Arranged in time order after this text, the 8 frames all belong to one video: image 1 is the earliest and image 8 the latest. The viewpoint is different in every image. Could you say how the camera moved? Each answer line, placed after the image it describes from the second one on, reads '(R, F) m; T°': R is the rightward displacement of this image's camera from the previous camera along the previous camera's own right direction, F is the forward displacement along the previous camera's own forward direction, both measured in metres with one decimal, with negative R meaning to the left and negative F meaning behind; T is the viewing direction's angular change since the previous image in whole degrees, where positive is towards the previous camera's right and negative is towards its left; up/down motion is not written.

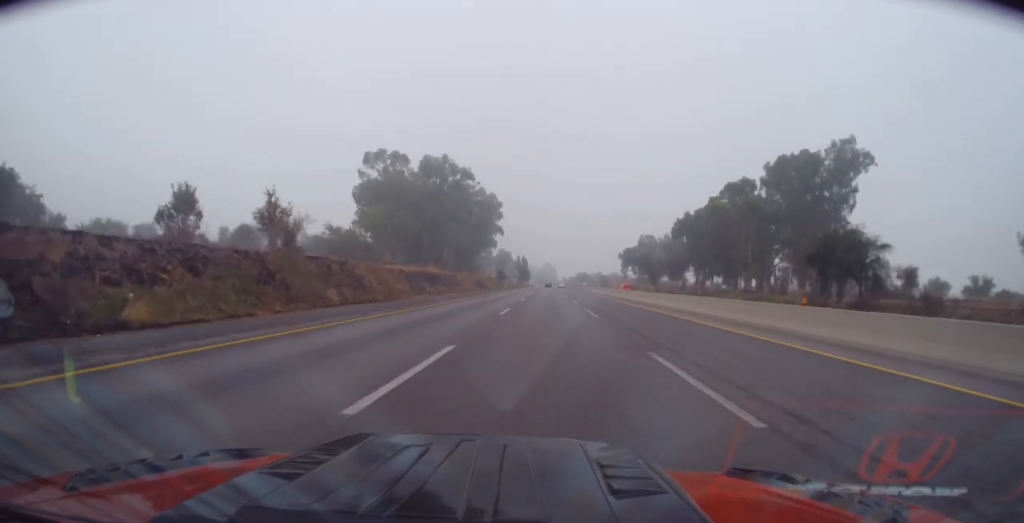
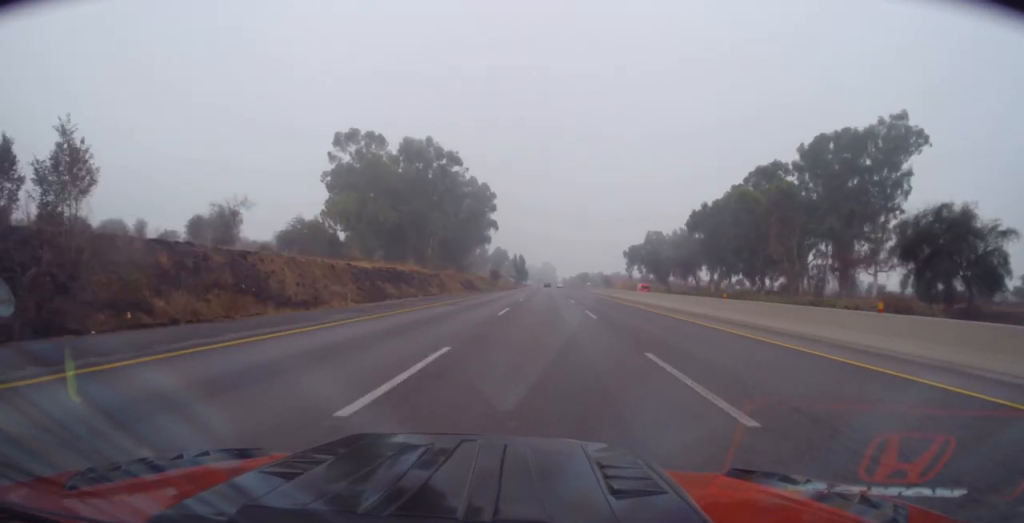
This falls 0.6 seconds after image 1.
(-0.2, +17.8) m; 0°
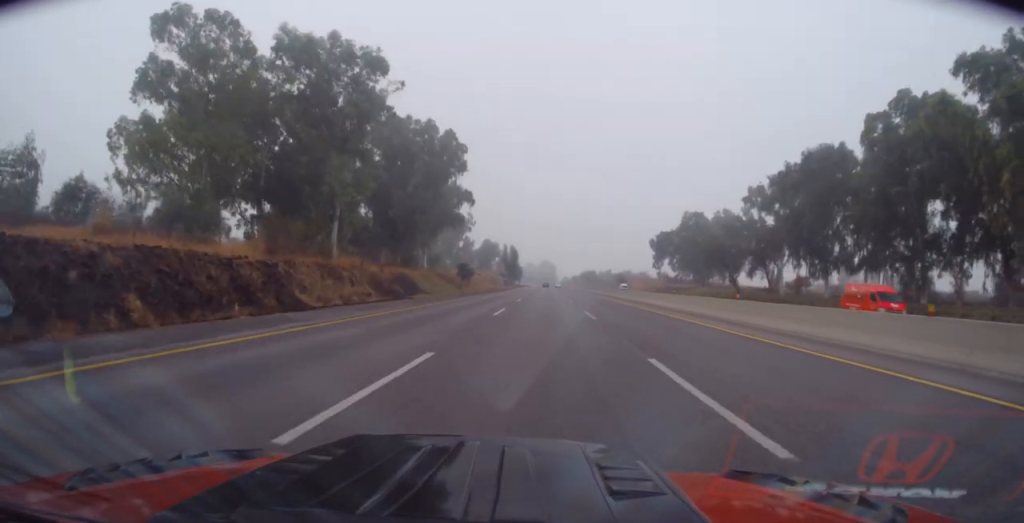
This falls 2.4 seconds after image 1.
(+0.2, +54.6) m; 0°
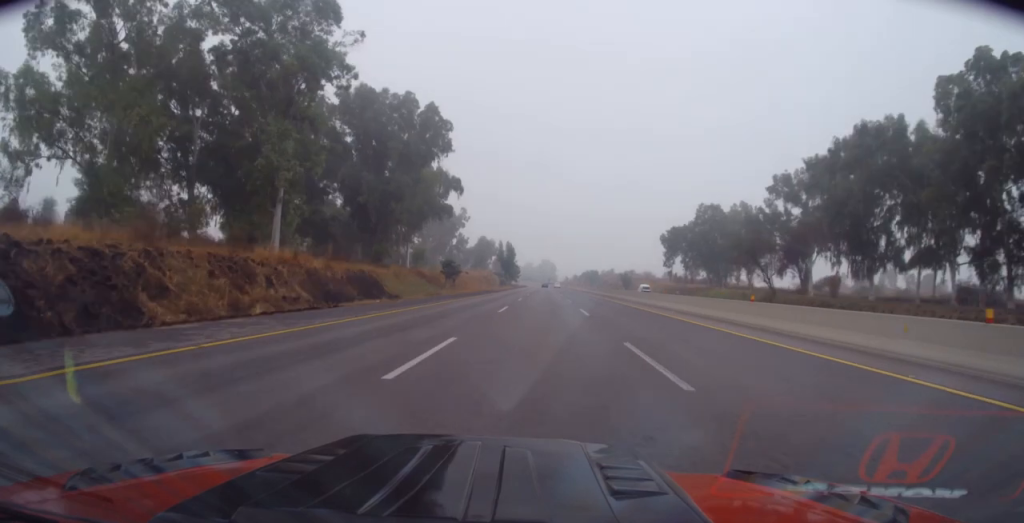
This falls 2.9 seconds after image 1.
(-0.2, +15.0) m; 0°
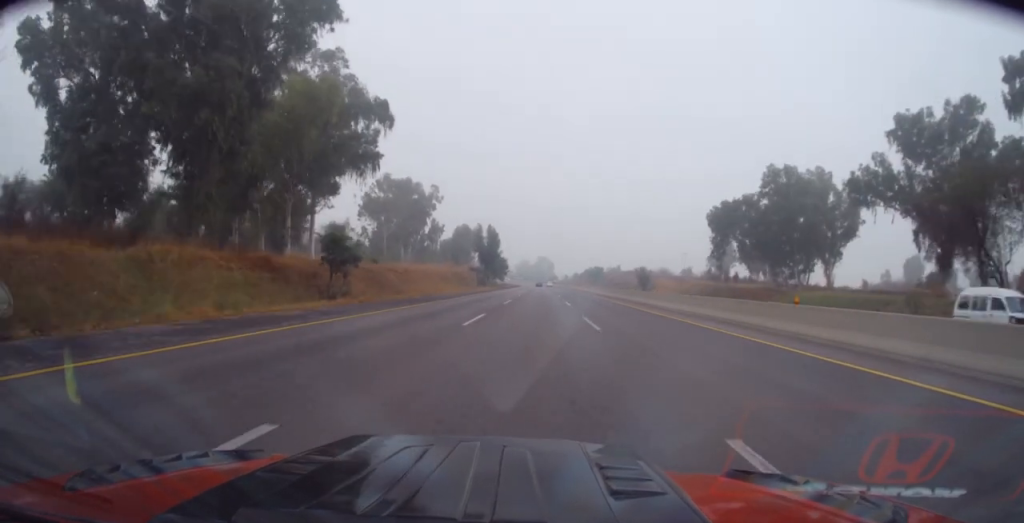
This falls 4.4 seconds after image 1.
(+0.1, +44.2) m; 0°
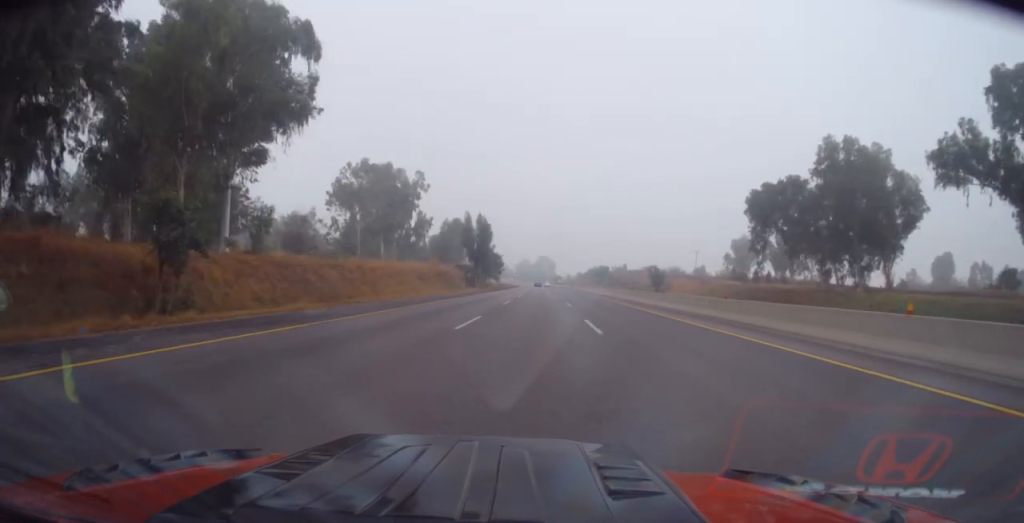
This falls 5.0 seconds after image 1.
(-0.1, +19.2) m; 0°
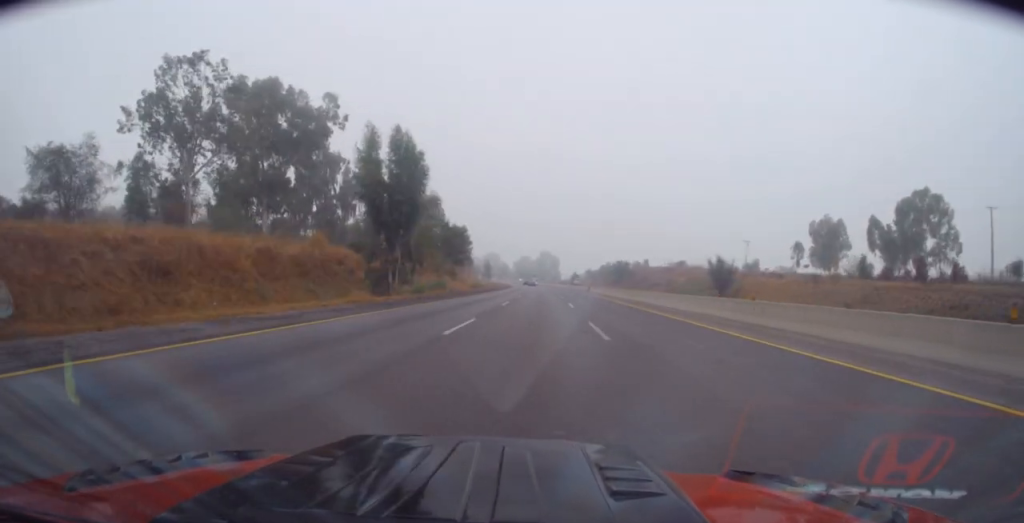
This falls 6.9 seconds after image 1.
(+1.2, +55.5) m; +1°
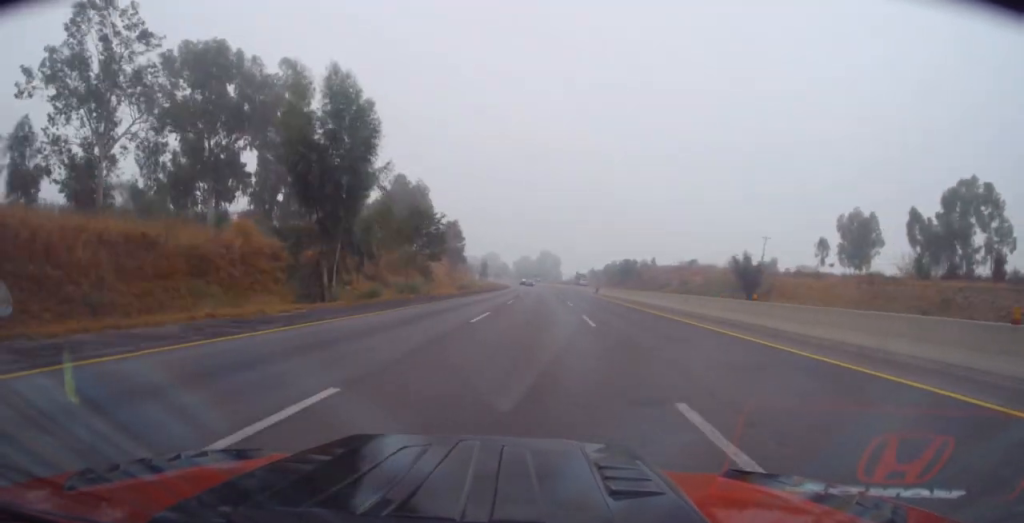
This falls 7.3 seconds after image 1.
(-0.2, +13.1) m; 0°
